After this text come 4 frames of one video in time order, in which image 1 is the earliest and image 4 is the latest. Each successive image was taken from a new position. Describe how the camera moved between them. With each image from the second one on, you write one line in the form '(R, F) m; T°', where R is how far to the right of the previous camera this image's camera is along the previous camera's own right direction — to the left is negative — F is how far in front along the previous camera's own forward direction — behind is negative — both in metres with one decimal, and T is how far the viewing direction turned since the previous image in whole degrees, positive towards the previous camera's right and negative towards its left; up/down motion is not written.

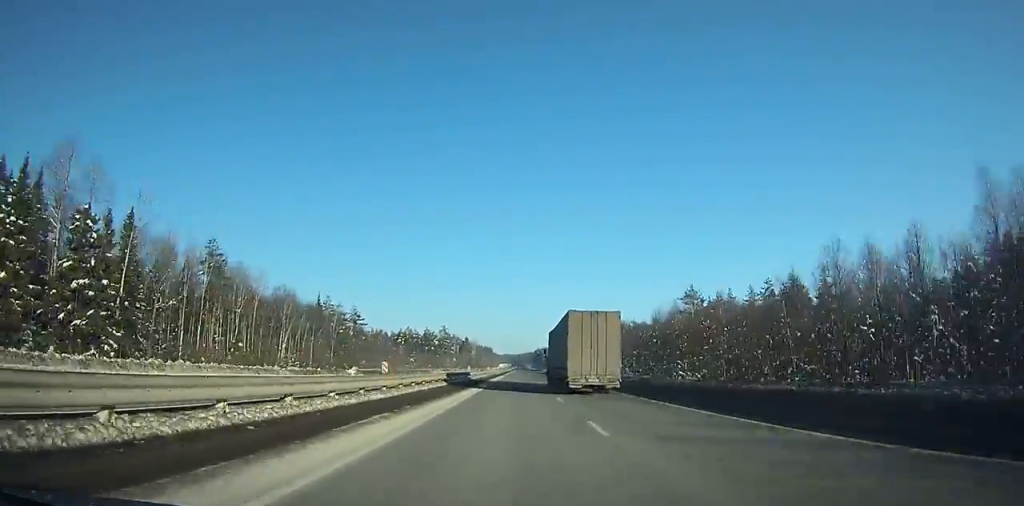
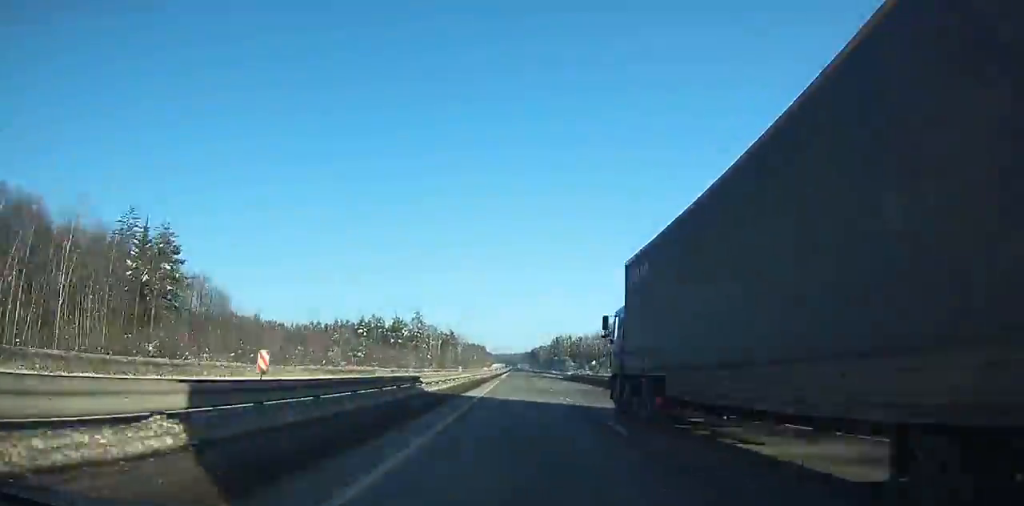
(+0.2, +88.8) m; 0°
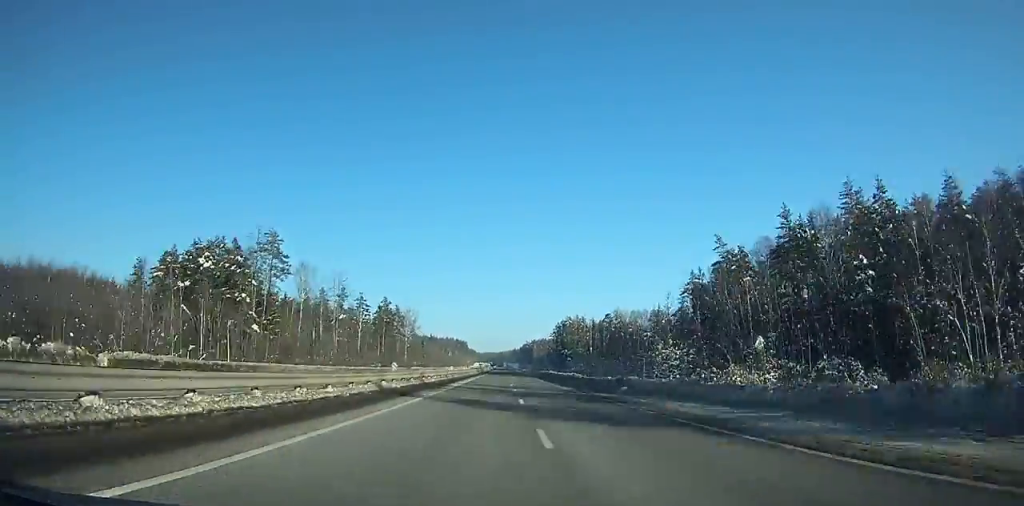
(+1.1, +159.9) m; +2°
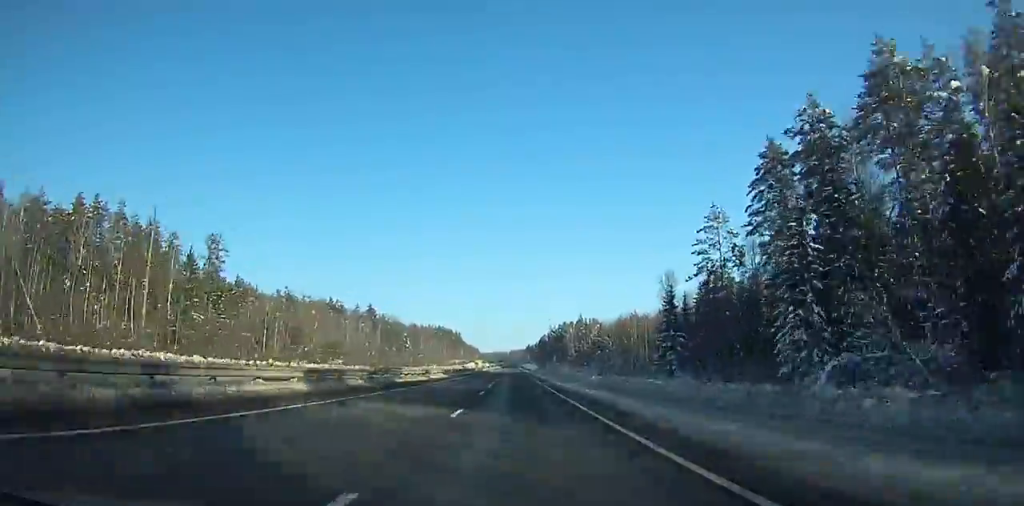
(-9.4, +259.7) m; -3°
